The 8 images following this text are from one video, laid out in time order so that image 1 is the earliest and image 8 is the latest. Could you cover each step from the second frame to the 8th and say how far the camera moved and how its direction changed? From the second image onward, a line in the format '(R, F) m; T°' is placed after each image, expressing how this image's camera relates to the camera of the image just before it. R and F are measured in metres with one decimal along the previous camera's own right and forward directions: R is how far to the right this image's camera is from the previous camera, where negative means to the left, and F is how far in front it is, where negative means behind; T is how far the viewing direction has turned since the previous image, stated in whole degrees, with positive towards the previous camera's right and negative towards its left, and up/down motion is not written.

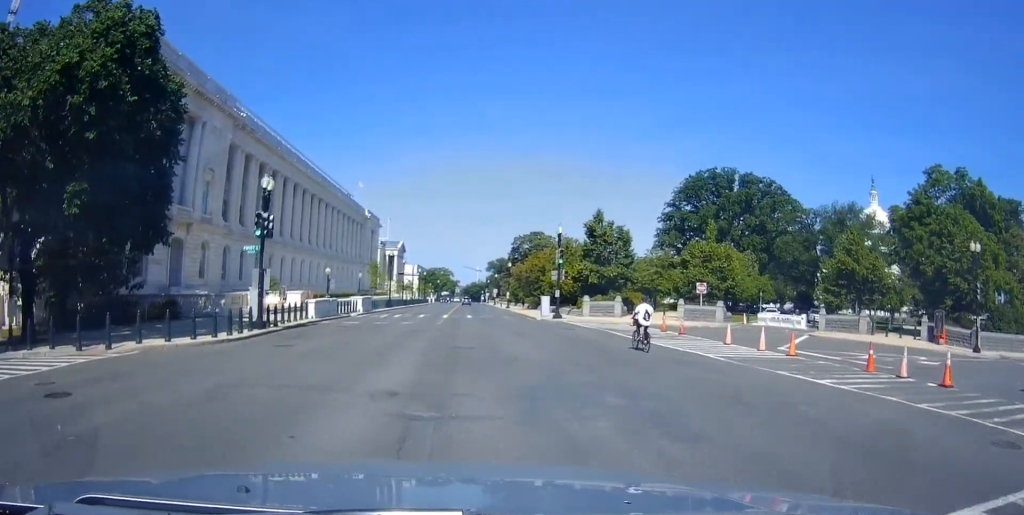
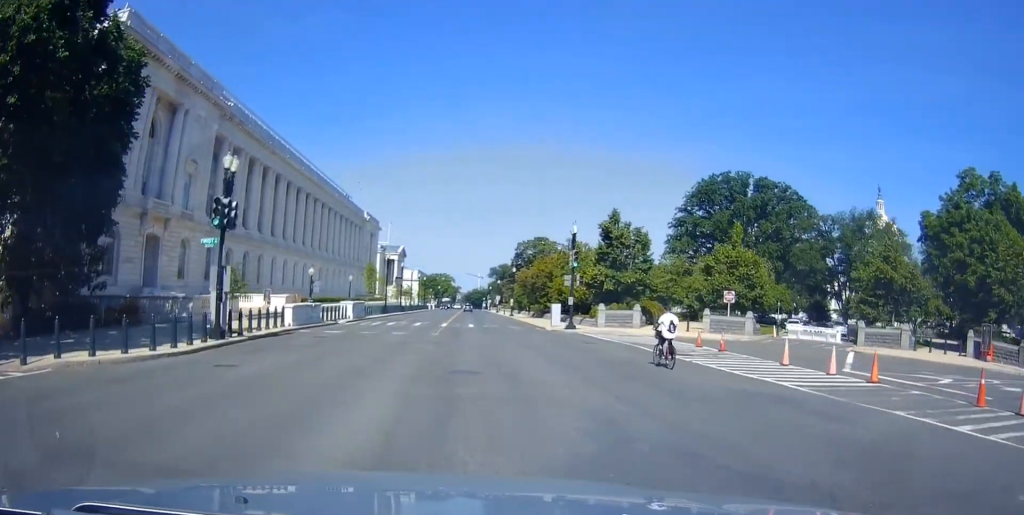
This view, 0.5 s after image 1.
(+0.1, +4.7) m; 0°
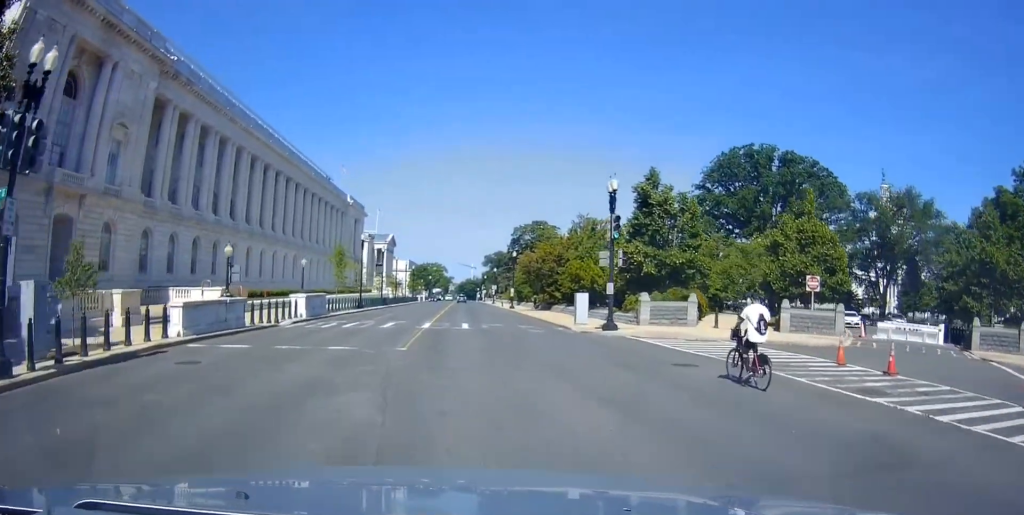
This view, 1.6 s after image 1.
(+0.1, +11.3) m; +1°
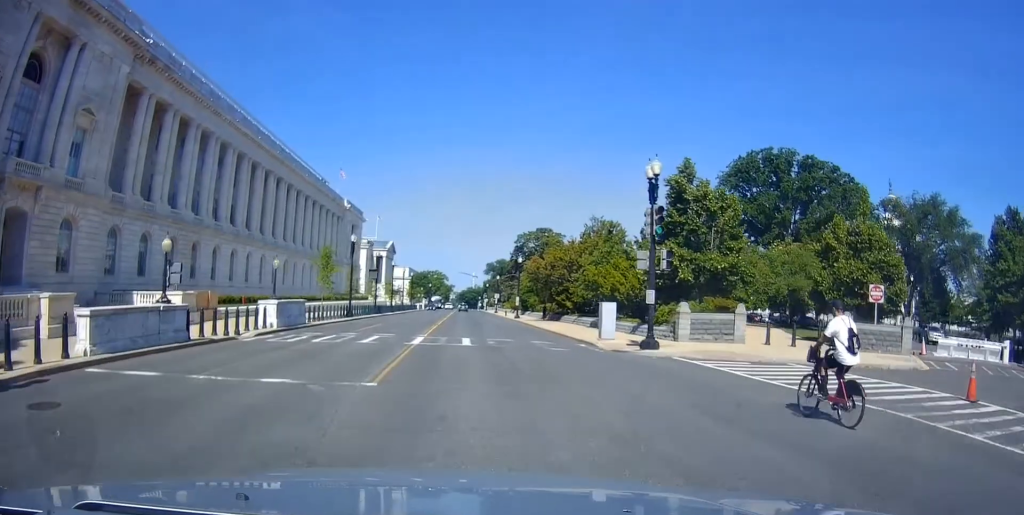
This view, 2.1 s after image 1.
(0.0, +5.3) m; 0°
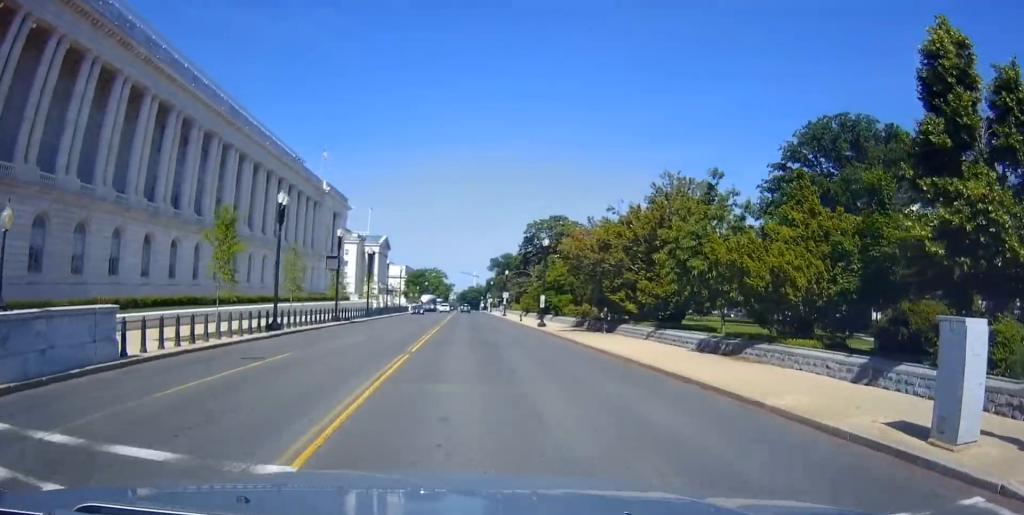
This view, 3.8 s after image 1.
(-0.3, +19.4) m; -2°
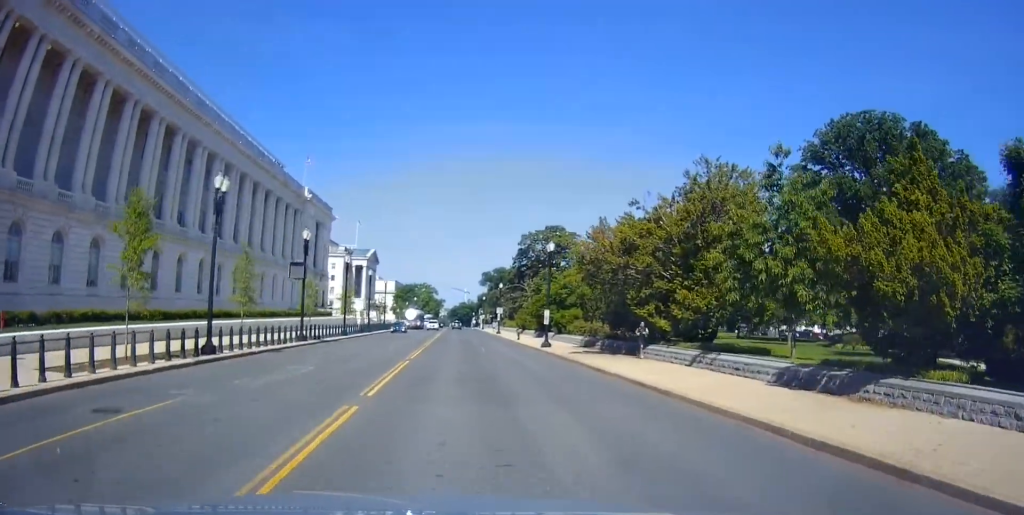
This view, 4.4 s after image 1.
(0.0, +7.0) m; 0°
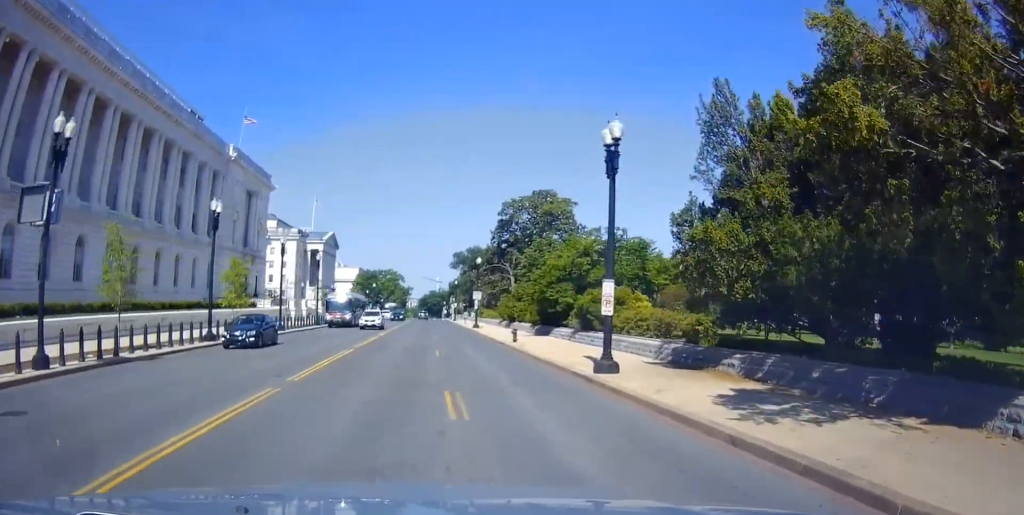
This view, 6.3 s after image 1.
(+0.4, +23.2) m; +3°
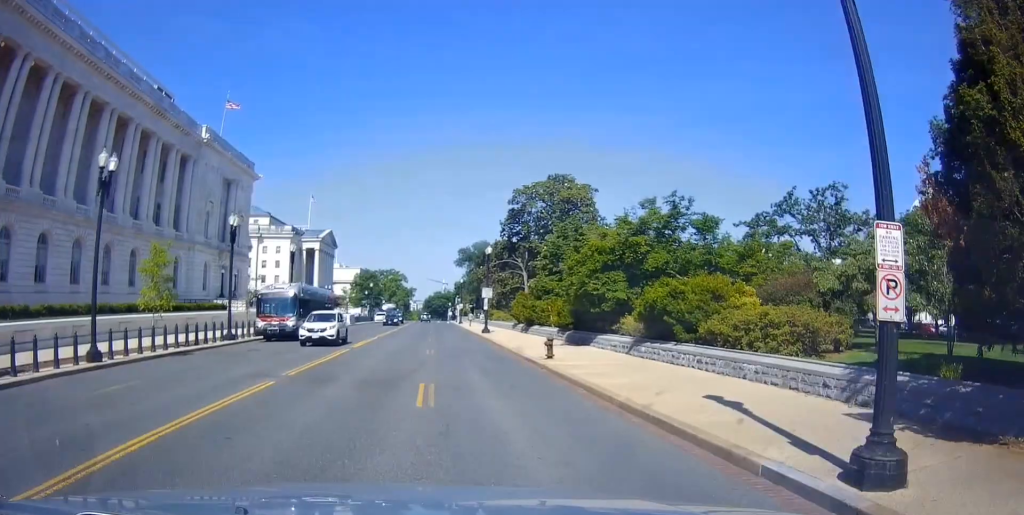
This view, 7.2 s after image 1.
(+0.2, +10.9) m; -1°
